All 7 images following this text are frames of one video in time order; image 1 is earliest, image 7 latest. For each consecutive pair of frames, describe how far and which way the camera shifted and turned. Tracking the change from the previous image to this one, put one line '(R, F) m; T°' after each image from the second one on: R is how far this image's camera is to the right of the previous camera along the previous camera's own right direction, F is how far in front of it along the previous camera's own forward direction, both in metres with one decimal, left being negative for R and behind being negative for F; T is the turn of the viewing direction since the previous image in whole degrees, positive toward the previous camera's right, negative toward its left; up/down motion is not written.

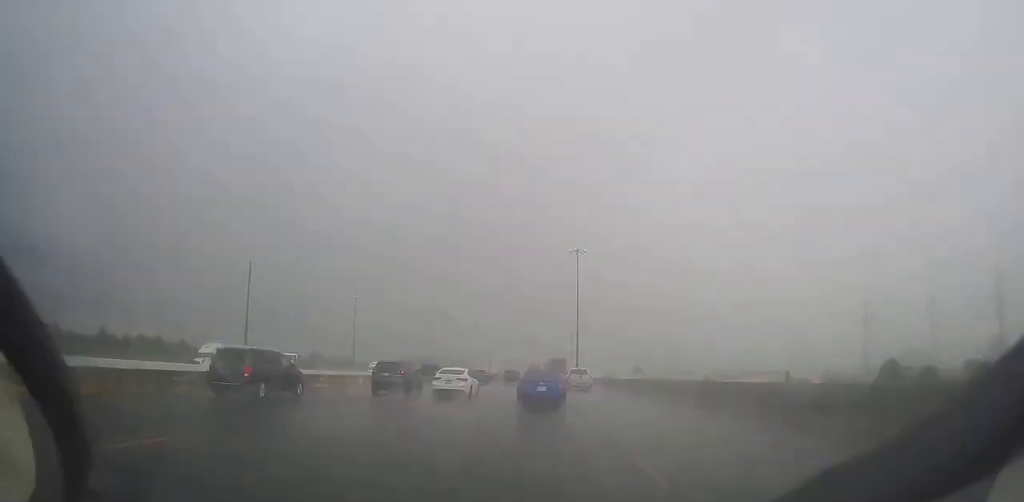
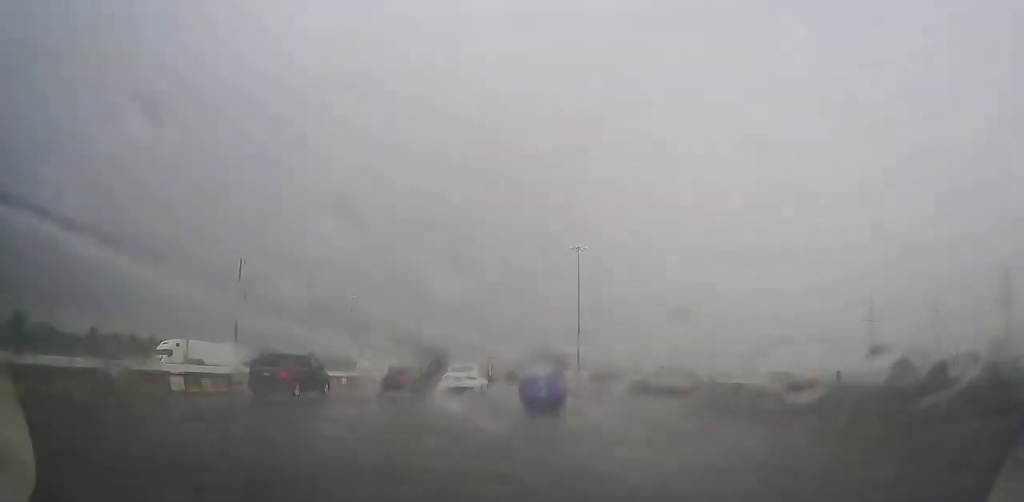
(-0.1, +2.6) m; 0°
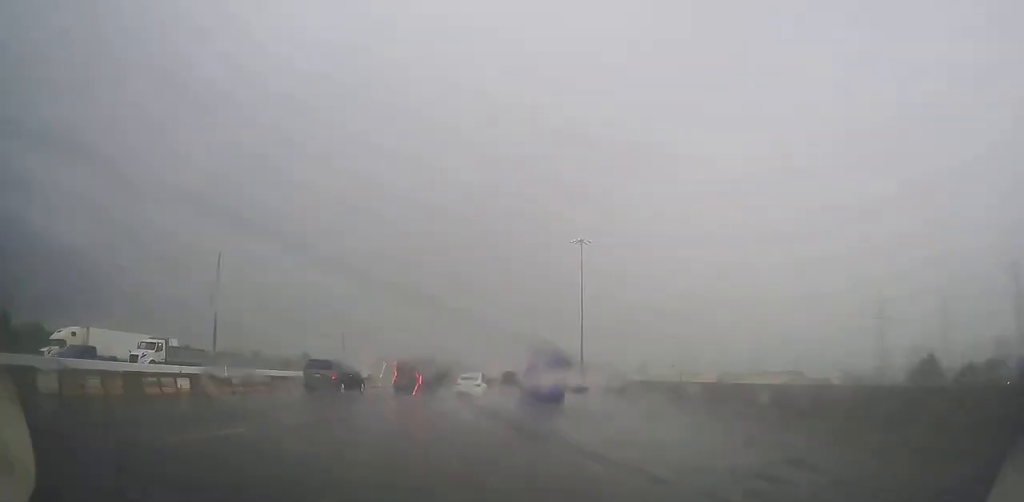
(+0.2, +5.9) m; +2°
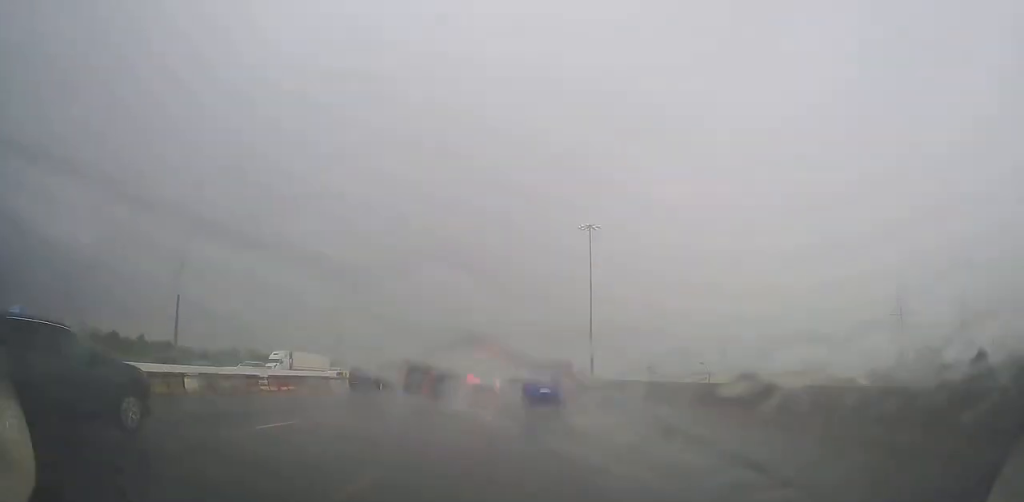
(0.0, +9.6) m; -1°
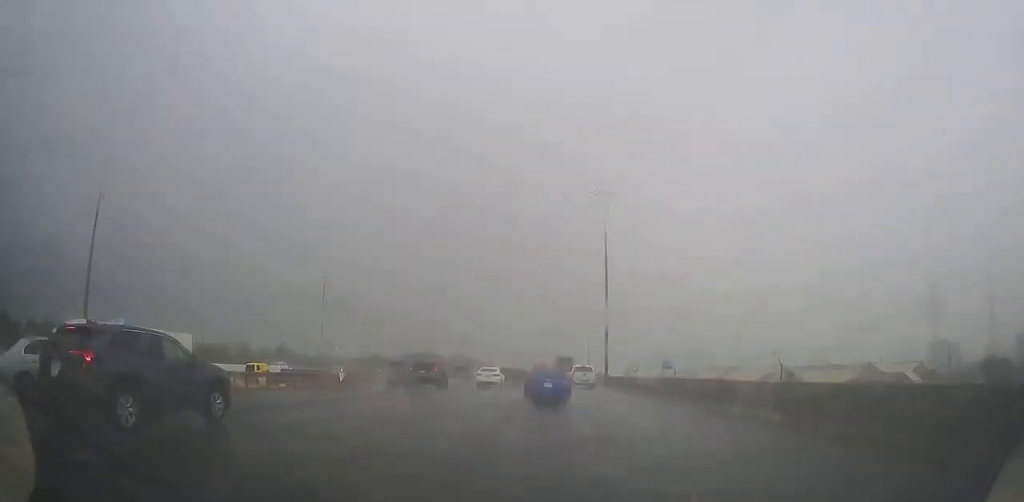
(-0.3, +17.4) m; -1°
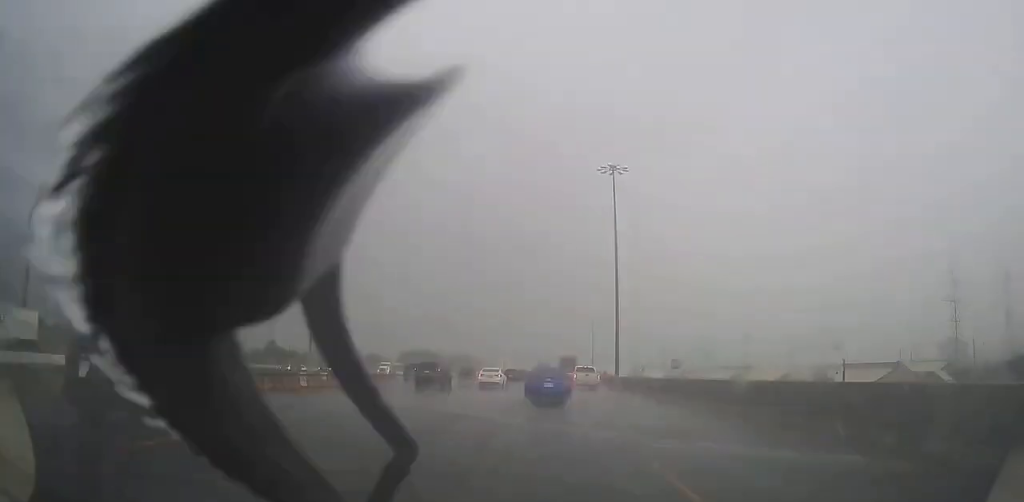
(+0.2, +10.1) m; +2°
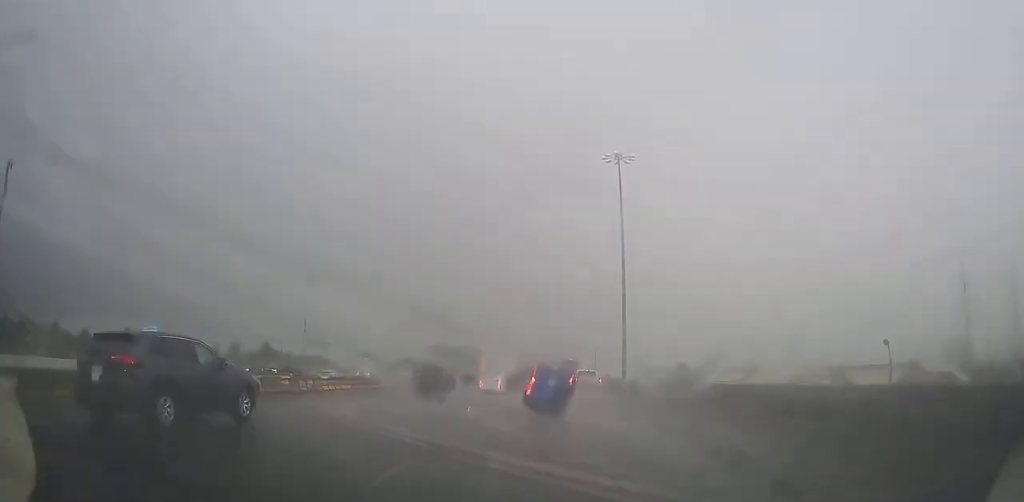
(+0.1, +5.4) m; 0°
